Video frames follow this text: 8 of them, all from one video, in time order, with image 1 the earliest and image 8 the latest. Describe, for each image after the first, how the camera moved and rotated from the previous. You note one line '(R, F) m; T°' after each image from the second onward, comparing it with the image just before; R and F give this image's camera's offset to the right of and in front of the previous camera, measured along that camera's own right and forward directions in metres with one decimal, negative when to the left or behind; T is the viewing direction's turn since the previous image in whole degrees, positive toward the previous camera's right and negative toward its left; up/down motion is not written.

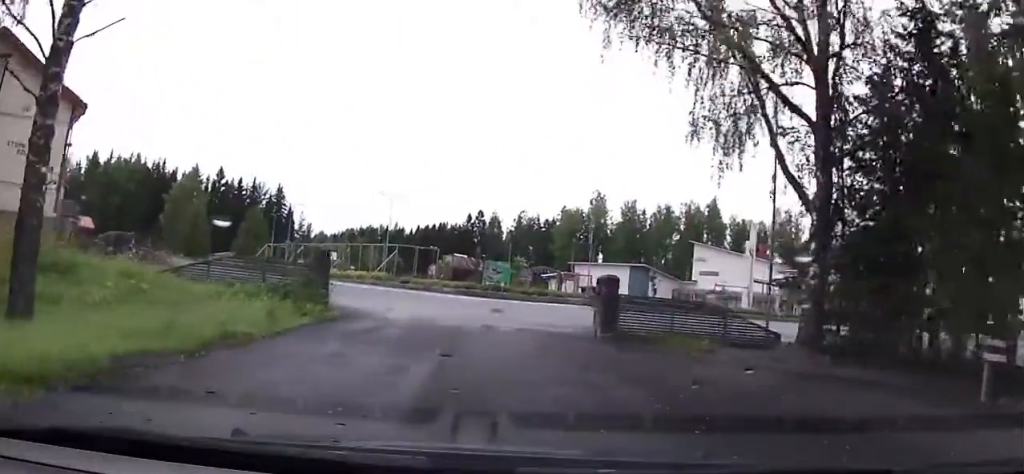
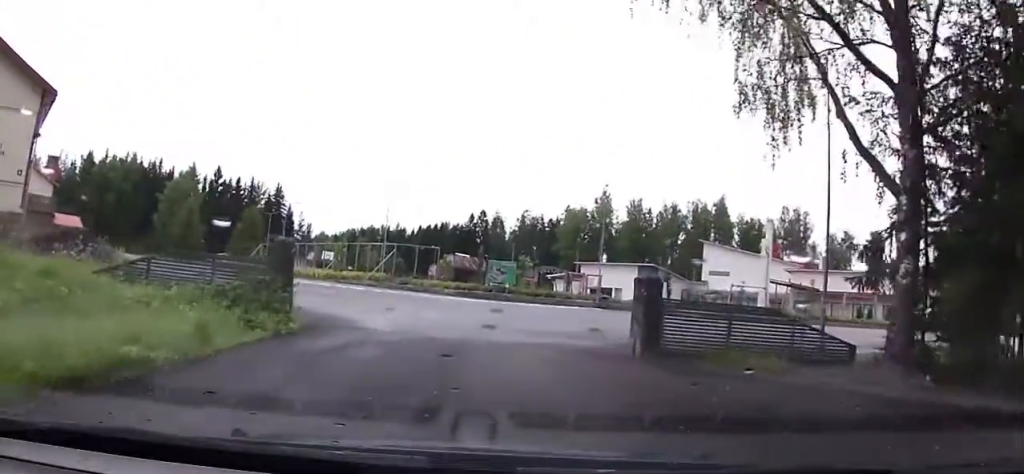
(+0.6, +4.0) m; +2°
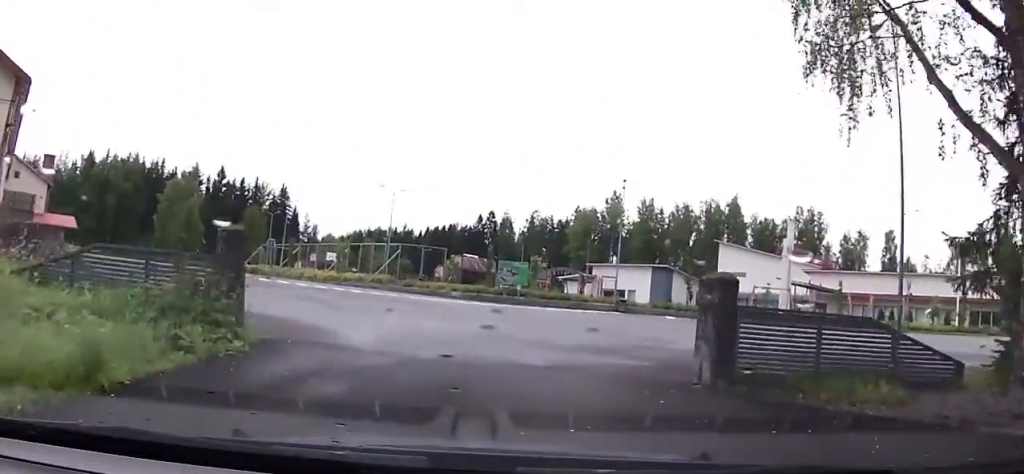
(-0.4, +2.9) m; +1°
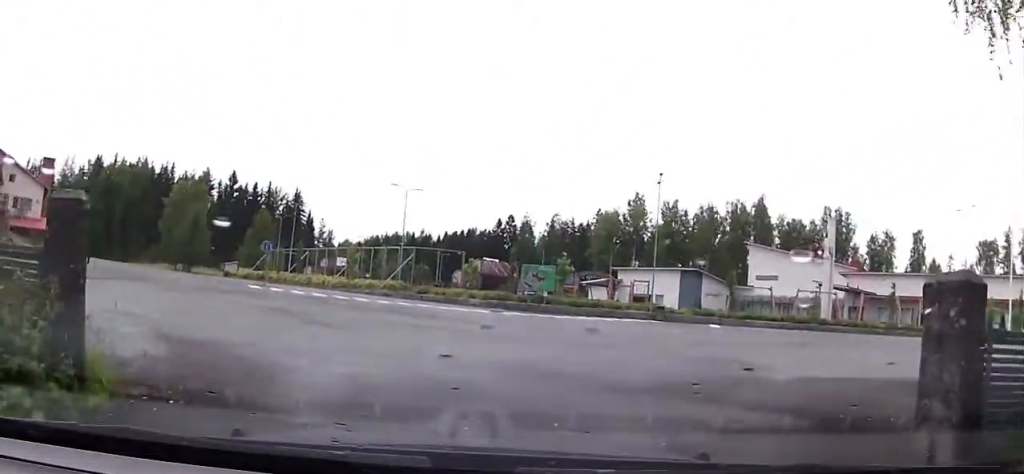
(+0.3, +4.3) m; +6°
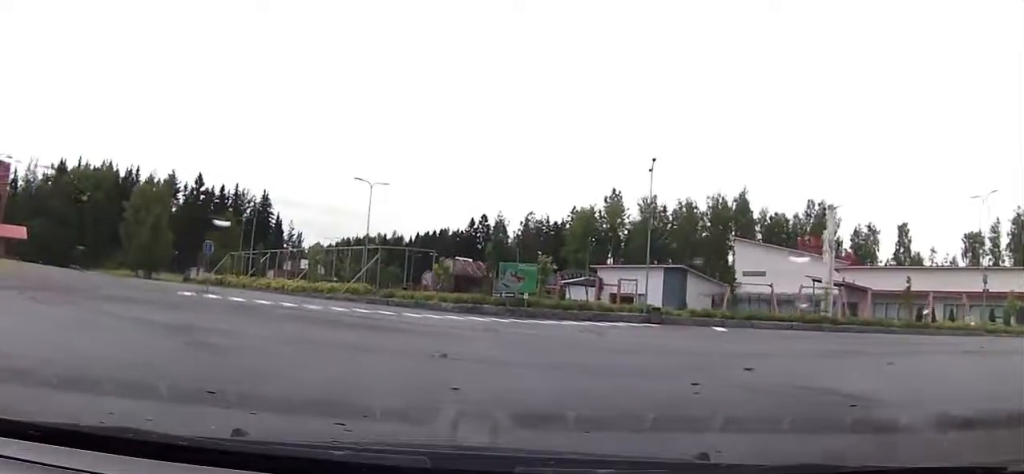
(+0.1, +4.8) m; -5°
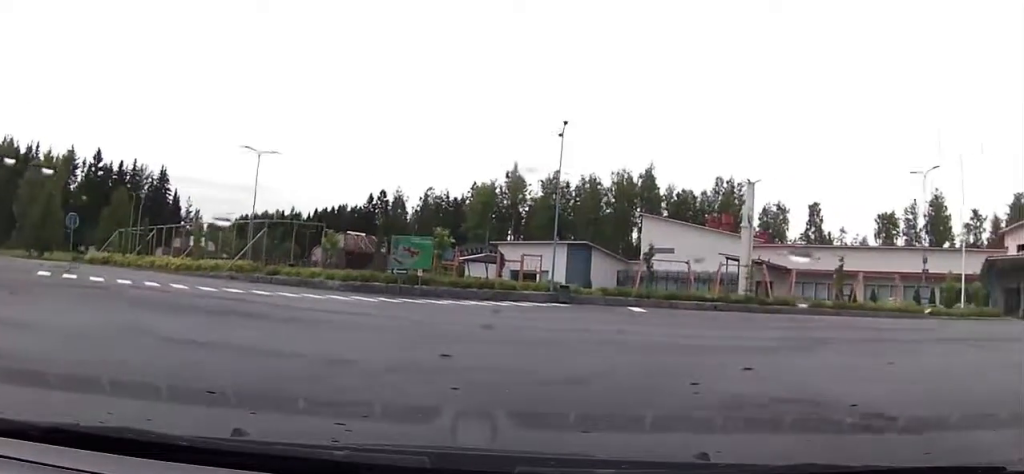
(-0.2, +3.3) m; +7°
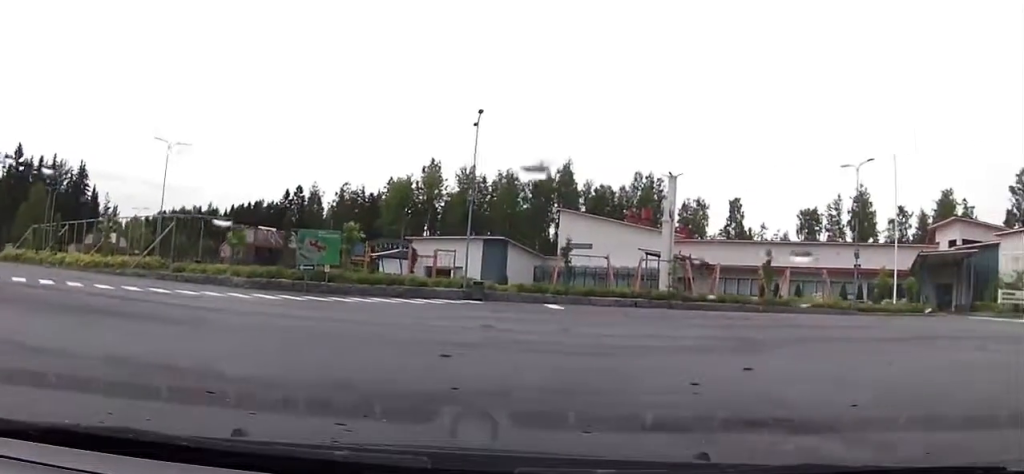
(+0.3, +1.4) m; +9°
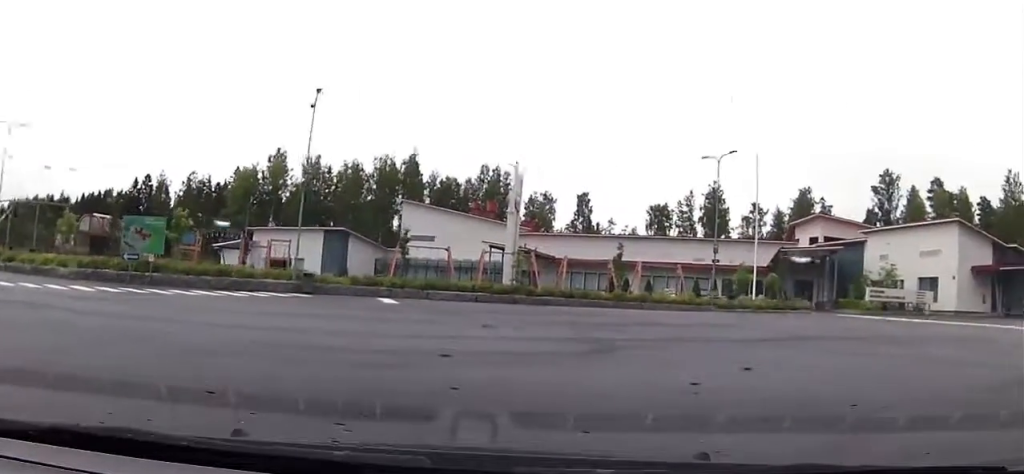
(+0.2, +1.9) m; +14°
